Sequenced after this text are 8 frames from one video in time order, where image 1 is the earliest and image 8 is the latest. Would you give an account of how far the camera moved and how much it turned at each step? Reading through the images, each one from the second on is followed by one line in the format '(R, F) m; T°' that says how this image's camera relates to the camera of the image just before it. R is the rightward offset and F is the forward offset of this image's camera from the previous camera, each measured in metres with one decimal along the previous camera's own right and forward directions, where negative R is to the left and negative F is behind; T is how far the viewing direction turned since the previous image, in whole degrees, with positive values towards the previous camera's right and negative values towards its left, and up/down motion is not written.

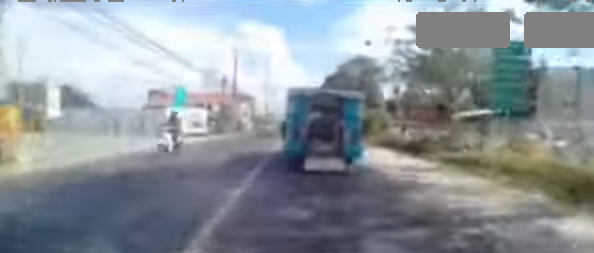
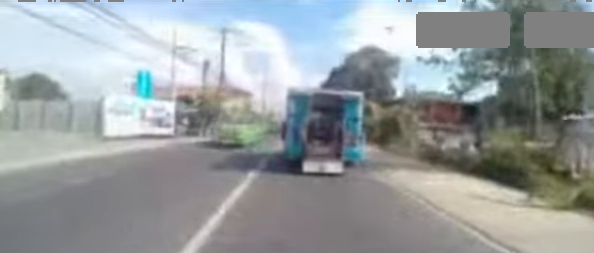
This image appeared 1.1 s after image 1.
(-0.5, +7.9) m; -2°
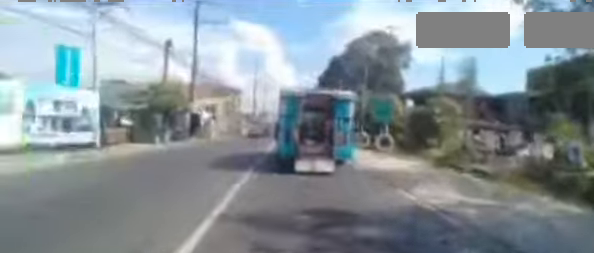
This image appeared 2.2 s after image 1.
(+0.3, +7.8) m; +2°
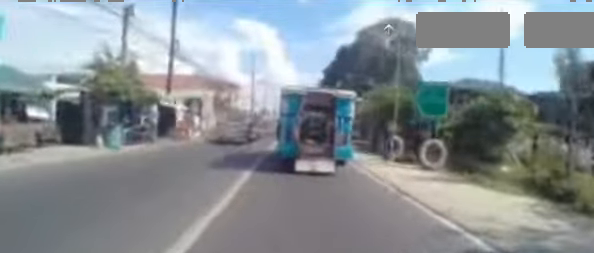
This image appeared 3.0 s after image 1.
(0.0, +5.2) m; 0°
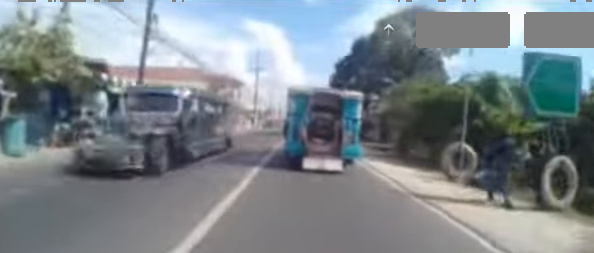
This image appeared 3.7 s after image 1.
(0.0, +4.9) m; +1°
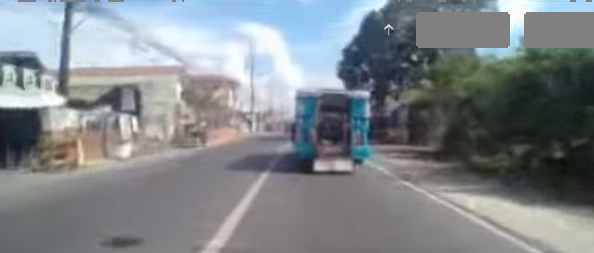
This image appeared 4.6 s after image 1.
(+0.1, +6.1) m; 0°
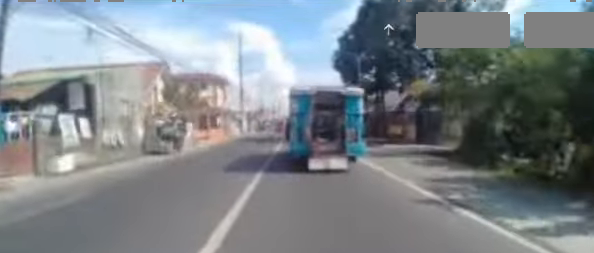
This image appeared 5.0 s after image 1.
(+0.1, +2.9) m; -1°
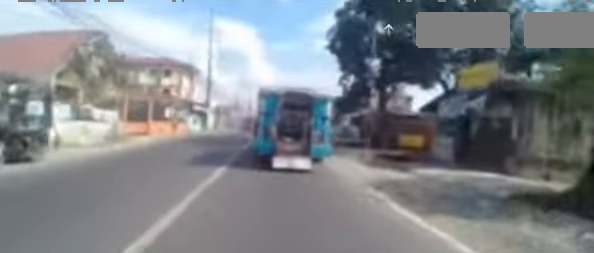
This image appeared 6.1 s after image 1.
(-0.4, +7.7) m; 0°
